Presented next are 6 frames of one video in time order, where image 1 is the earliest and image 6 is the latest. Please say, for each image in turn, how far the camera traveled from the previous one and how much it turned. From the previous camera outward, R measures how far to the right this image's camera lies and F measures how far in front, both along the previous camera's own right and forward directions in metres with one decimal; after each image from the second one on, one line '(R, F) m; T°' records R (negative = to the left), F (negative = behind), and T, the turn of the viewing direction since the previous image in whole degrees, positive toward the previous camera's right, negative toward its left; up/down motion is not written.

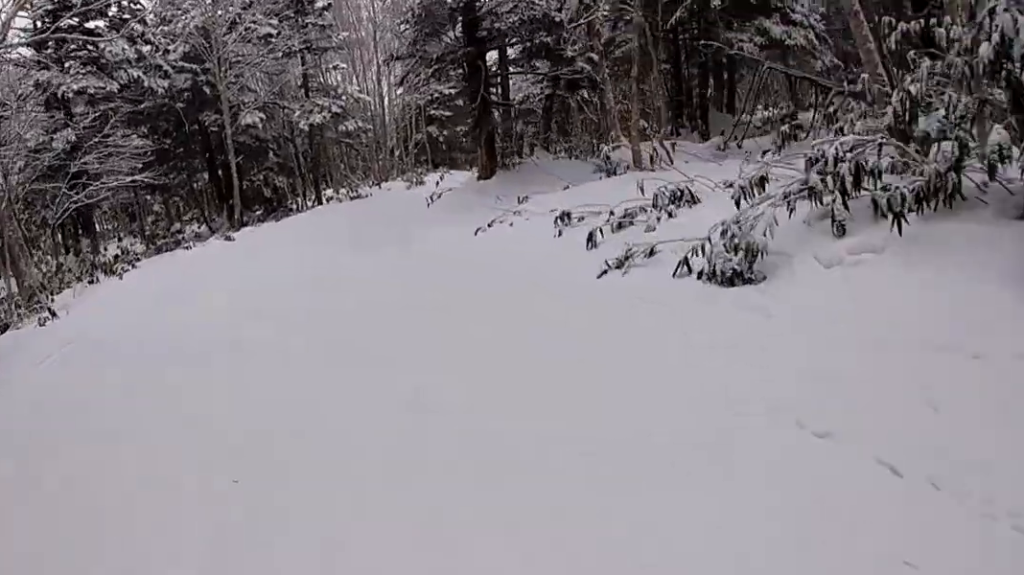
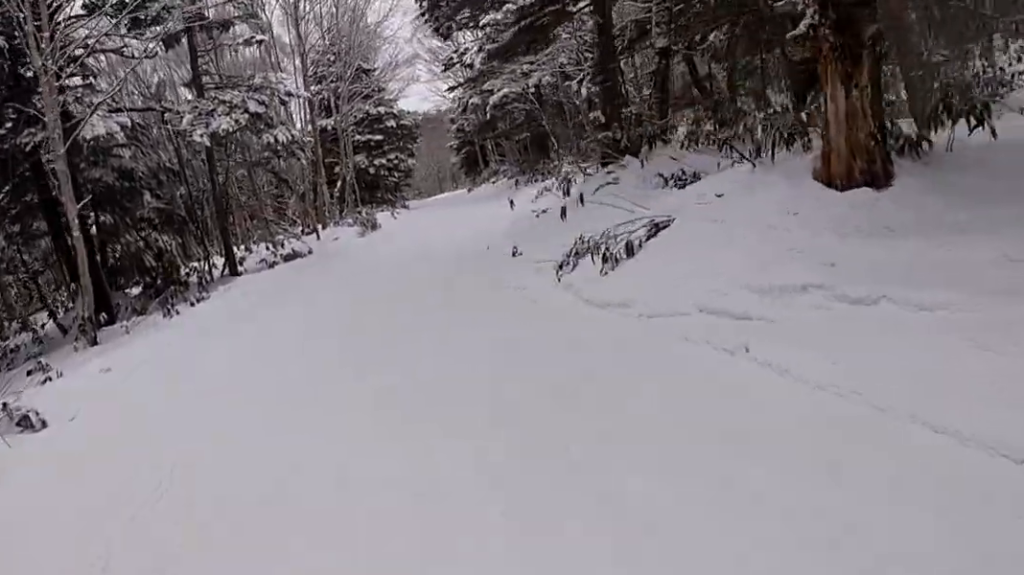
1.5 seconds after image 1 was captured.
(+0.1, +12.4) m; +9°
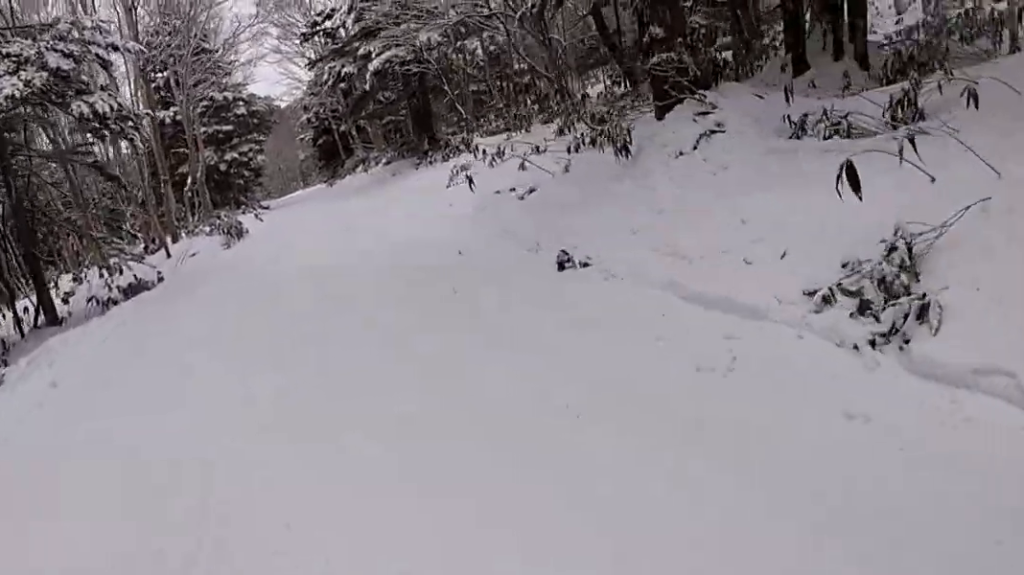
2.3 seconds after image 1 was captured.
(+0.7, +5.5) m; +11°
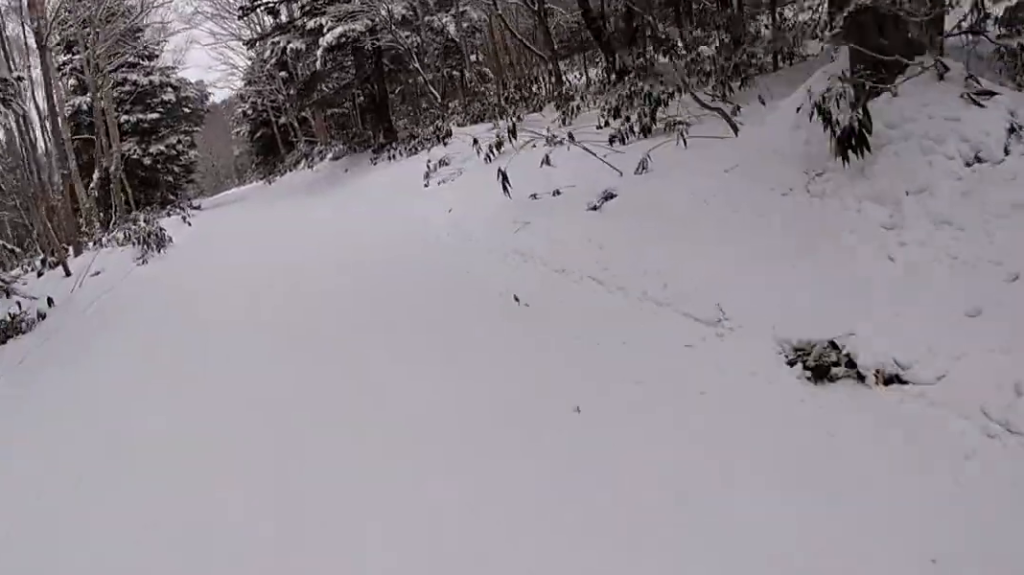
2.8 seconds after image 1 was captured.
(+0.2, +3.6) m; +6°
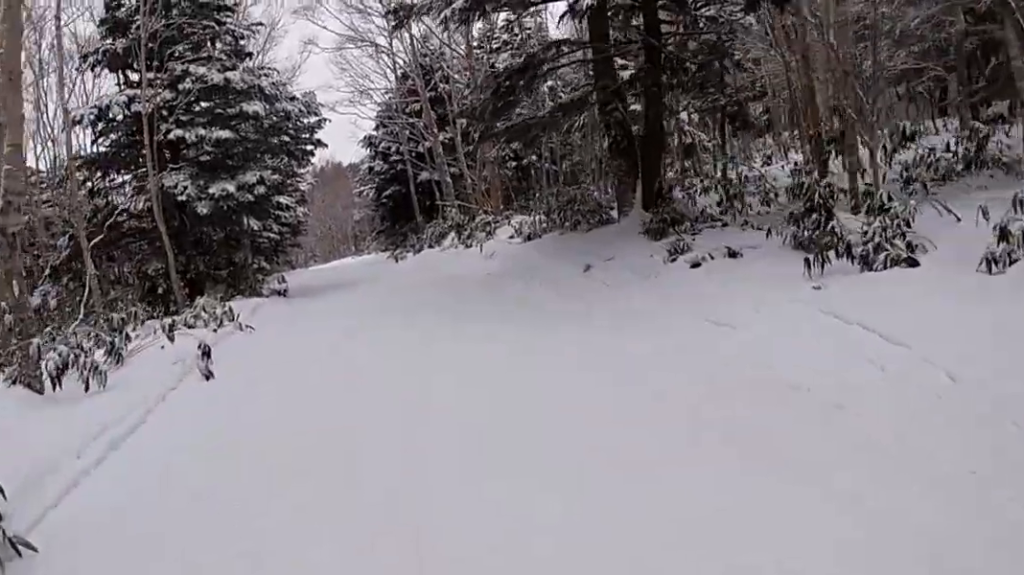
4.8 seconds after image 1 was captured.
(-1.4, +11.7) m; -6°
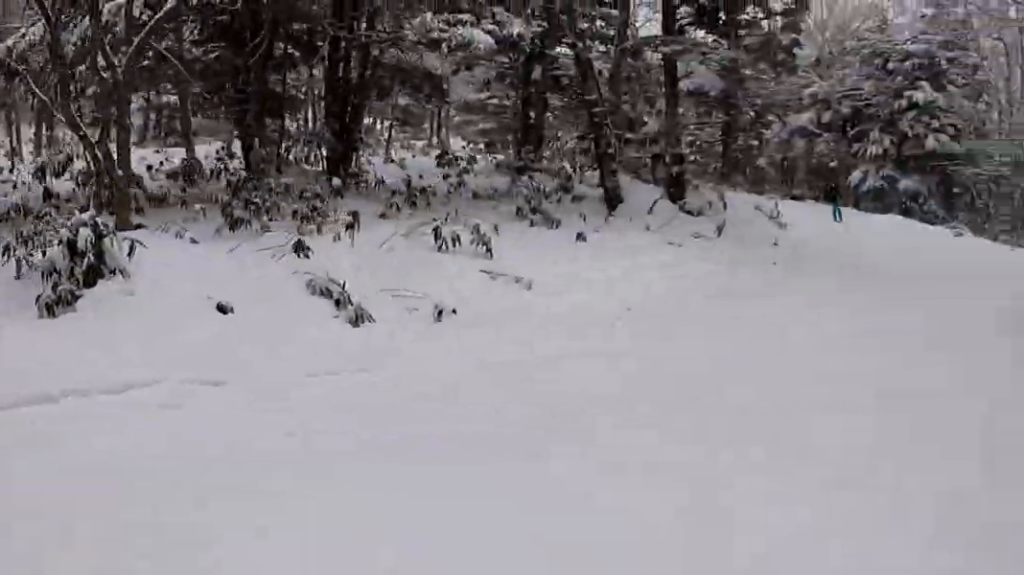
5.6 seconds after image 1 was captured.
(+1.1, +4.7) m; +12°
